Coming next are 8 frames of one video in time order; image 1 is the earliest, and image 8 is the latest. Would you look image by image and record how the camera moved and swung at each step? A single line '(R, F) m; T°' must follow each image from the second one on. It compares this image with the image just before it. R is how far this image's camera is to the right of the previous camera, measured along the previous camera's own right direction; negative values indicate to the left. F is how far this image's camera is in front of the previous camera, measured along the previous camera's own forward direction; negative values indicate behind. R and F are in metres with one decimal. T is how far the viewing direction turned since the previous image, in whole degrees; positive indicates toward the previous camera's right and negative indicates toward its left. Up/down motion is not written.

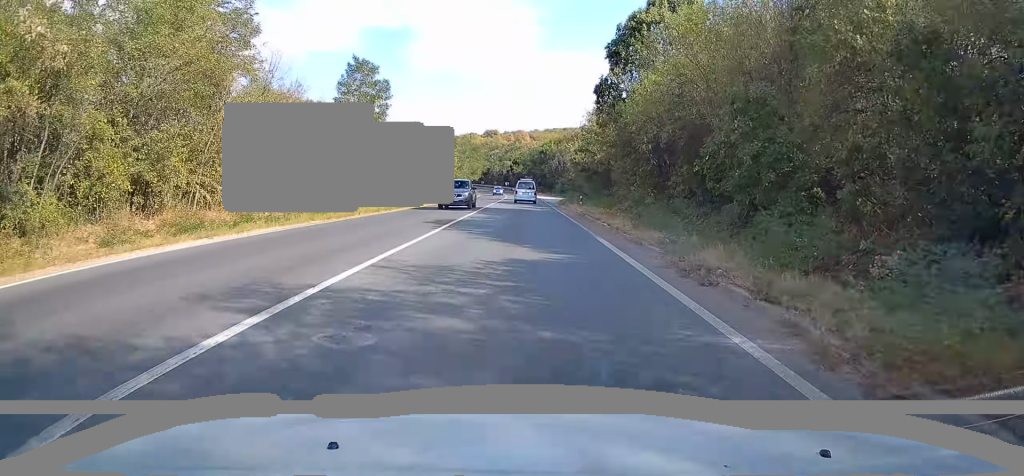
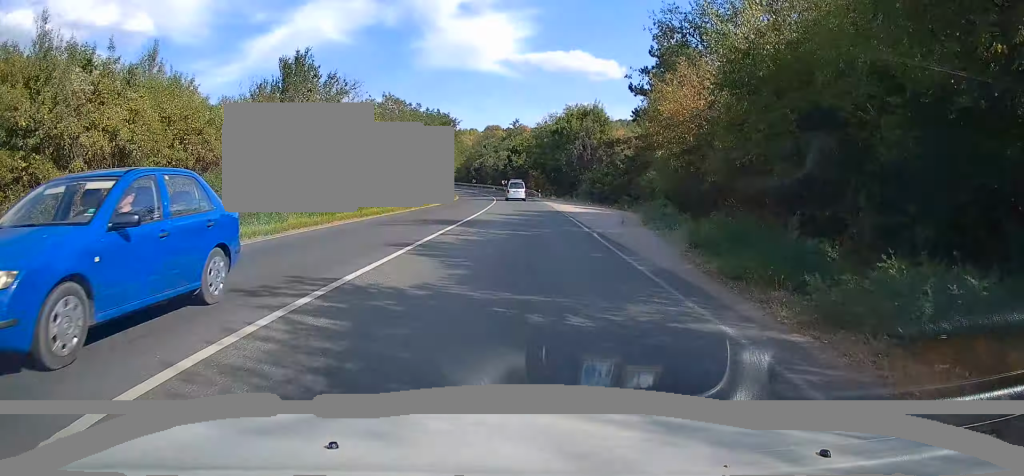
(+0.2, +45.2) m; 0°
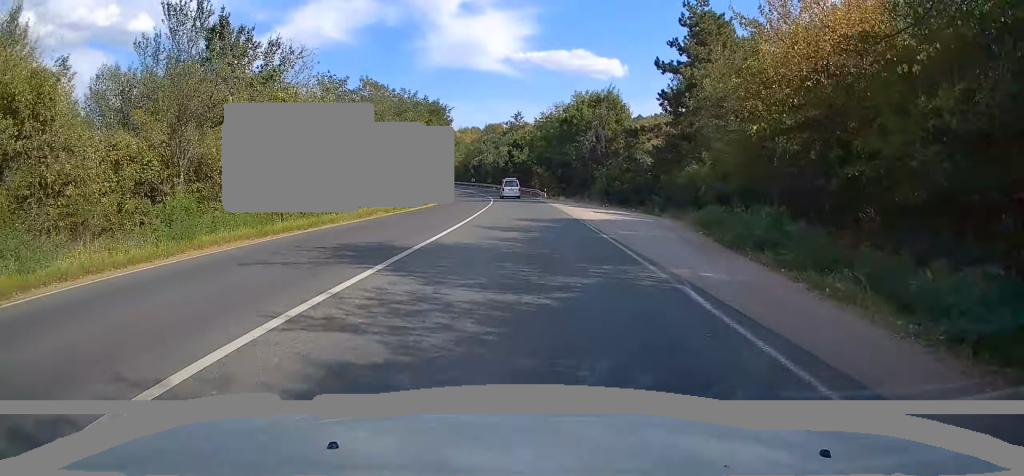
(0.0, +10.9) m; 0°
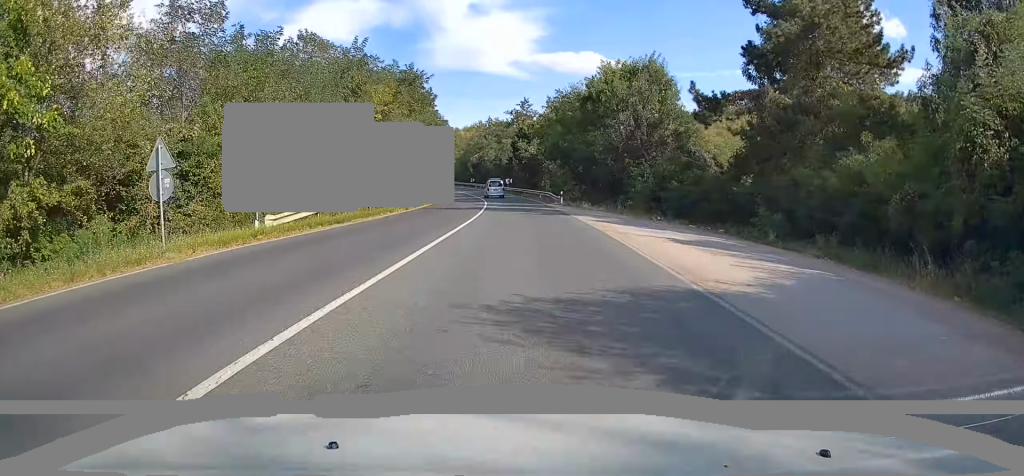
(0.0, +18.2) m; 0°
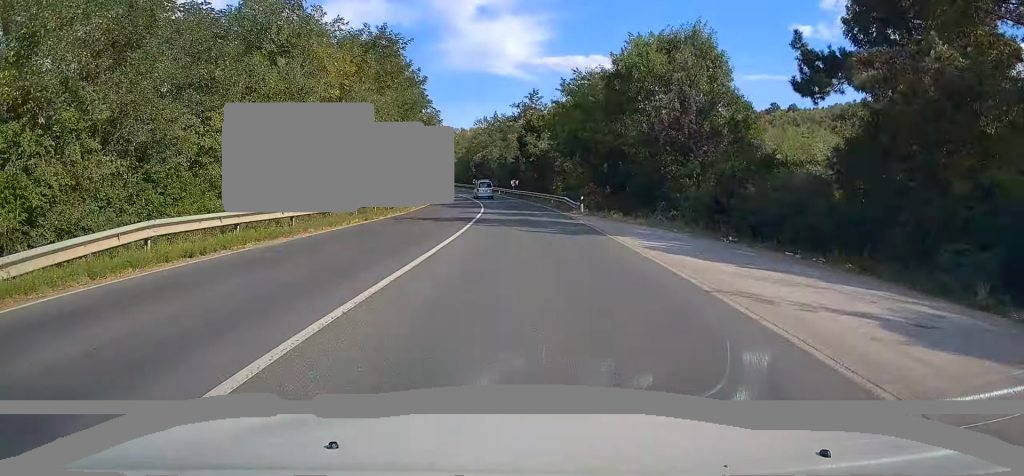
(0.0, +11.0) m; -1°
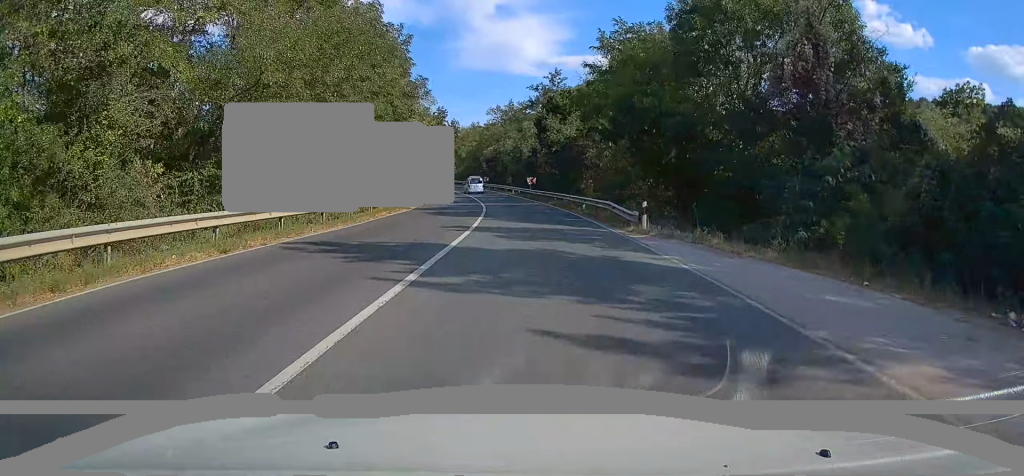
(0.0, +13.9) m; -1°
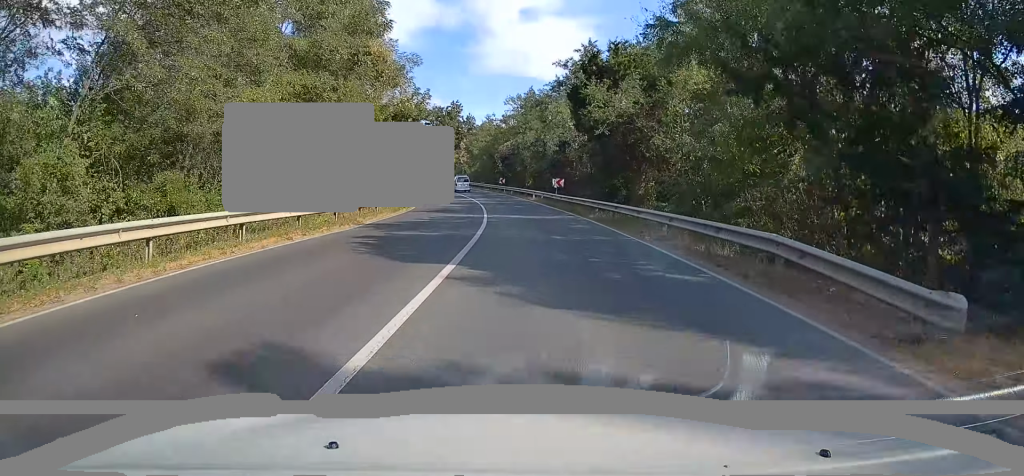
(-0.2, +15.3) m; -2°
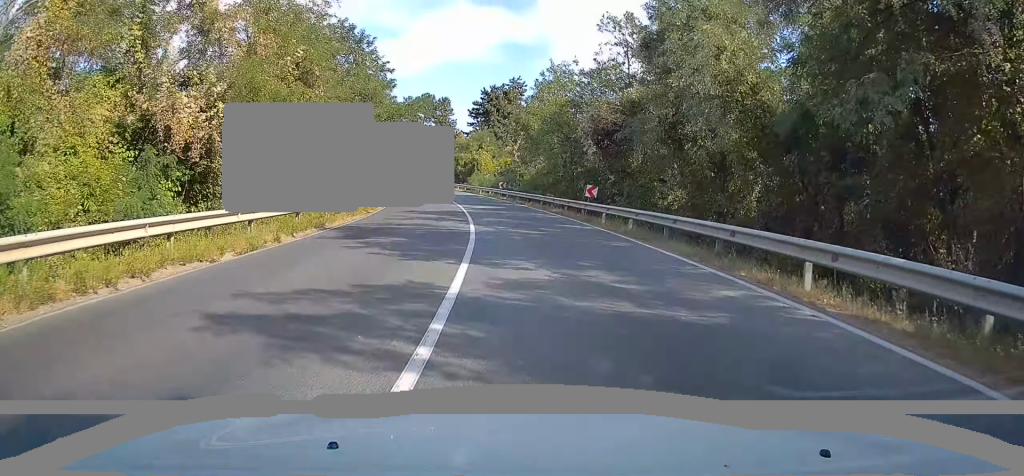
(-2.3, +43.8) m; -7°
